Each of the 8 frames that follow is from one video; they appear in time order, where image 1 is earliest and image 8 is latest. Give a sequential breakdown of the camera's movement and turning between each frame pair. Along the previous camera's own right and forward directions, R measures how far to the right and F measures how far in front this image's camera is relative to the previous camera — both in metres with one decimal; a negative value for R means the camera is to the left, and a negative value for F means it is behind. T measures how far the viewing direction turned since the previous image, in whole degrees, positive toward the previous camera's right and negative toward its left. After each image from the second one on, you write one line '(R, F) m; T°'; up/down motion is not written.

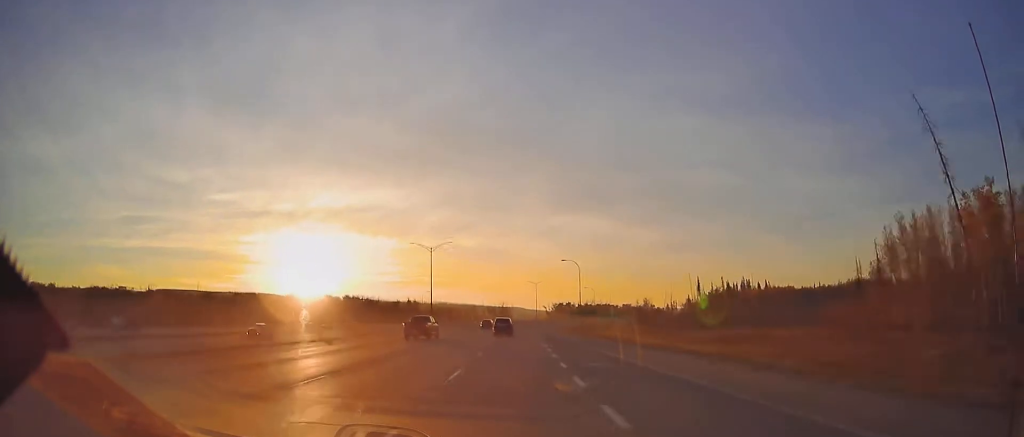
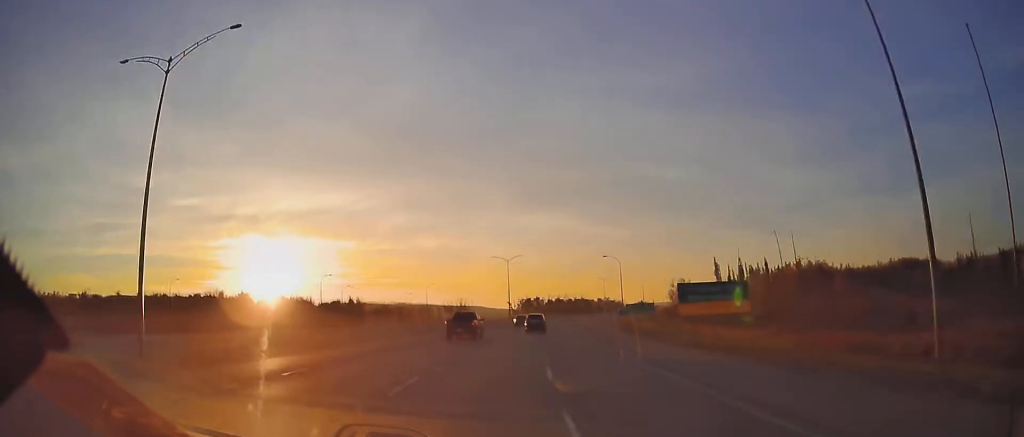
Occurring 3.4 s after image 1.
(+2.2, +89.6) m; +6°
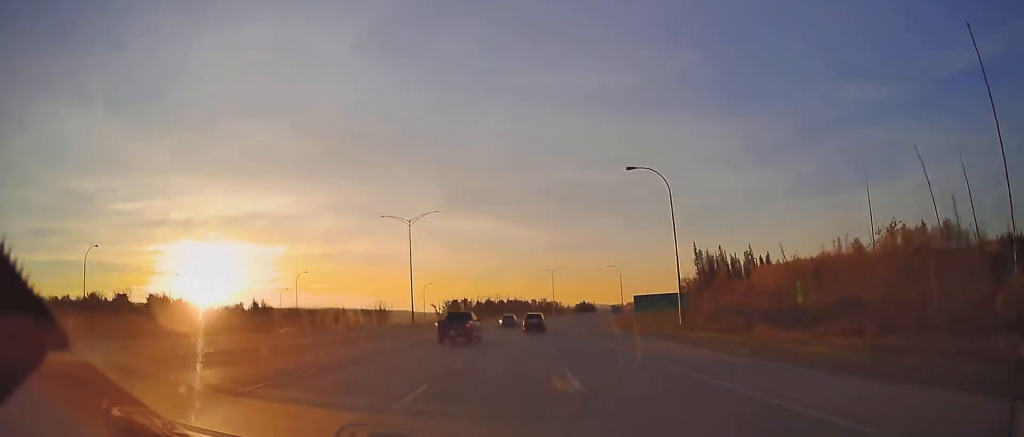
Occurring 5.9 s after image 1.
(+3.9, +65.6) m; +7°
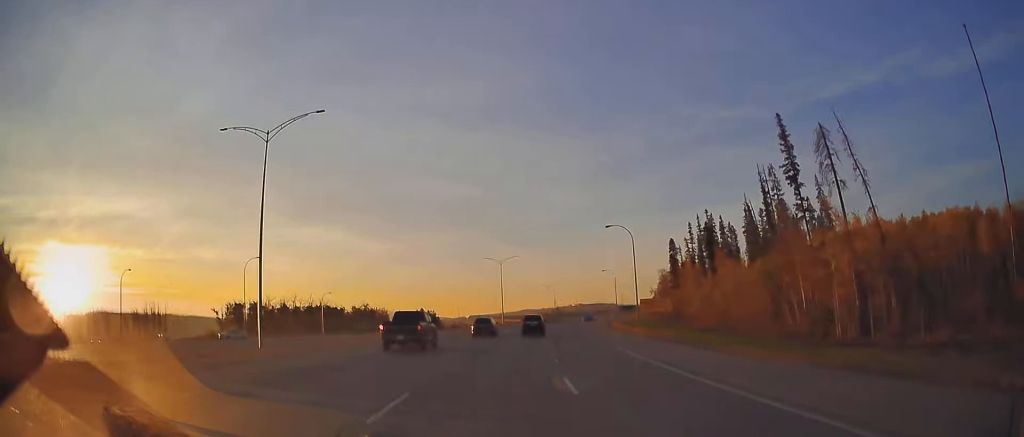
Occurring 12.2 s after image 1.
(+24.0, +160.9) m; +17°
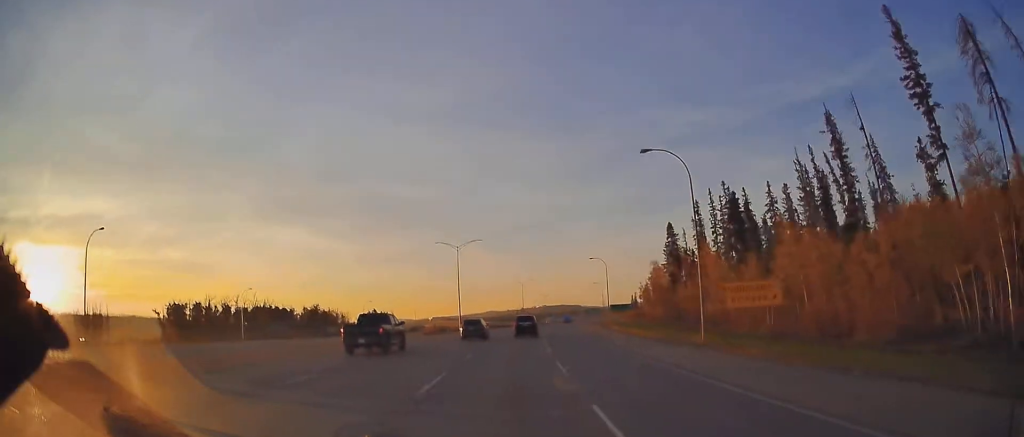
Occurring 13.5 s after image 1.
(+0.7, +33.4) m; +3°
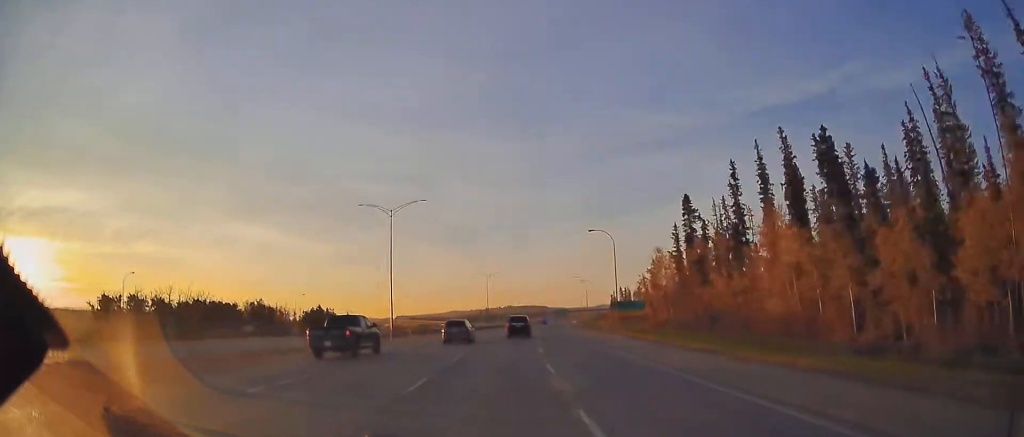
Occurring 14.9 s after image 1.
(+1.9, +36.0) m; +3°
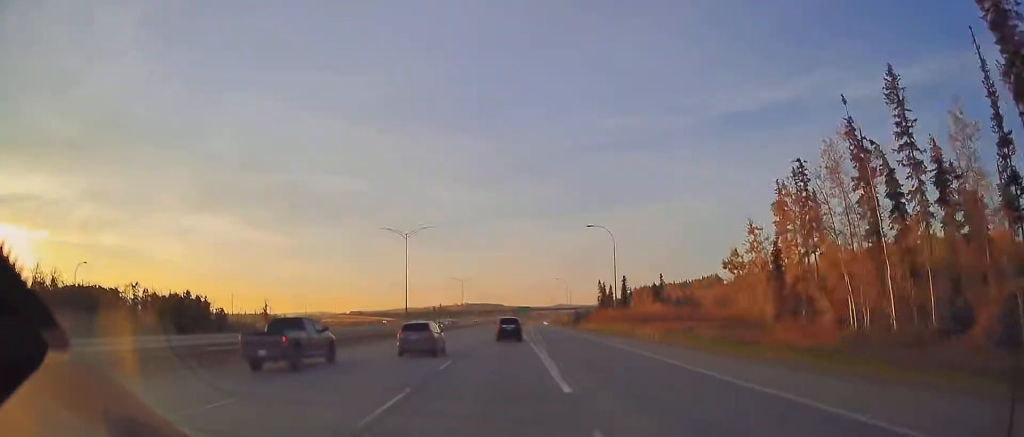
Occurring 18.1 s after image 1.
(+3.8, +82.5) m; +4°
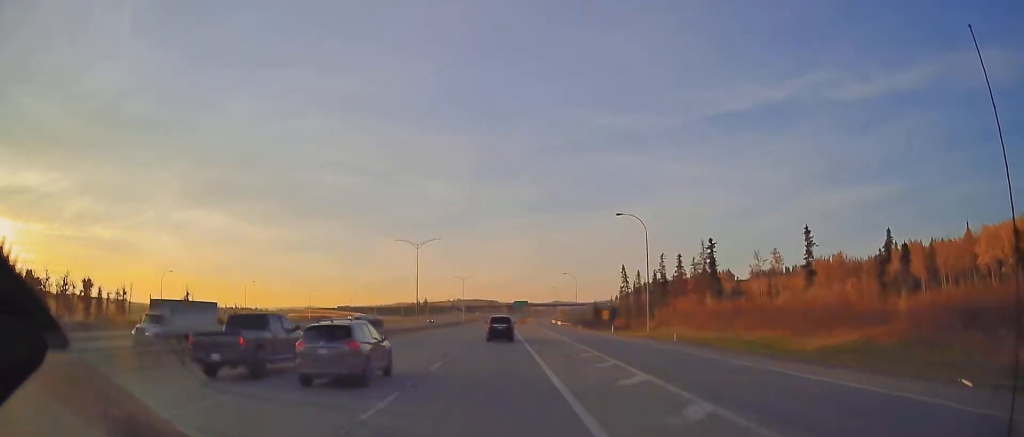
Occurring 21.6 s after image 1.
(+1.3, +90.6) m; +1°
